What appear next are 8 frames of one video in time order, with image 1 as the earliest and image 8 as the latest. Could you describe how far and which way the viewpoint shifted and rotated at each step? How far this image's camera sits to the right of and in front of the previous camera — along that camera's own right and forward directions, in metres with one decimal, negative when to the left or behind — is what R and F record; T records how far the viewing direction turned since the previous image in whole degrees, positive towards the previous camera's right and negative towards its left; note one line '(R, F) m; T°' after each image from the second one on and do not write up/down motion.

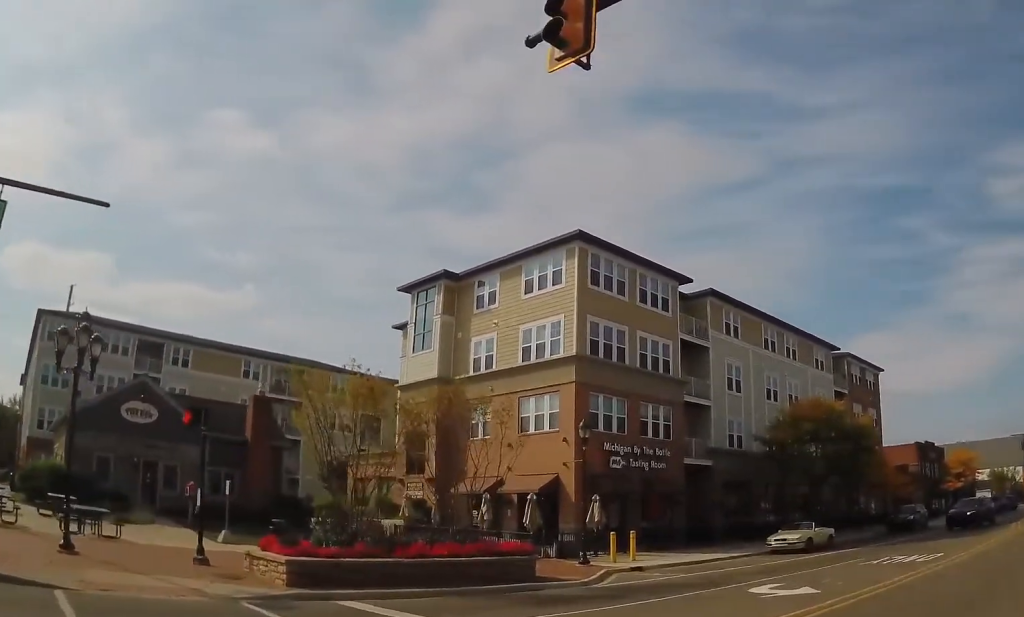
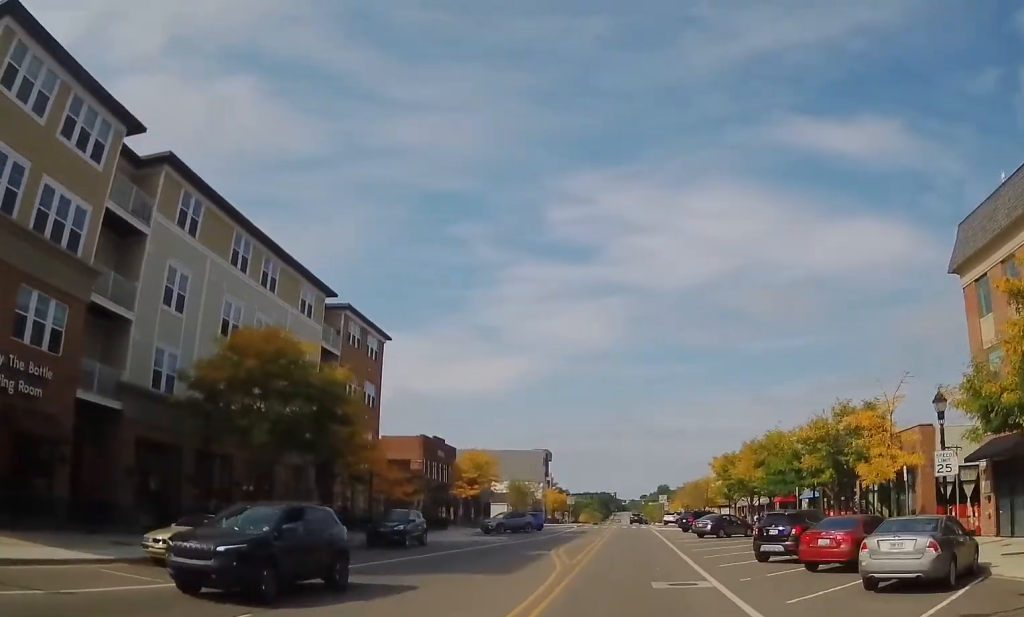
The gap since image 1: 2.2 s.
(+6.1, +9.8) m; +48°
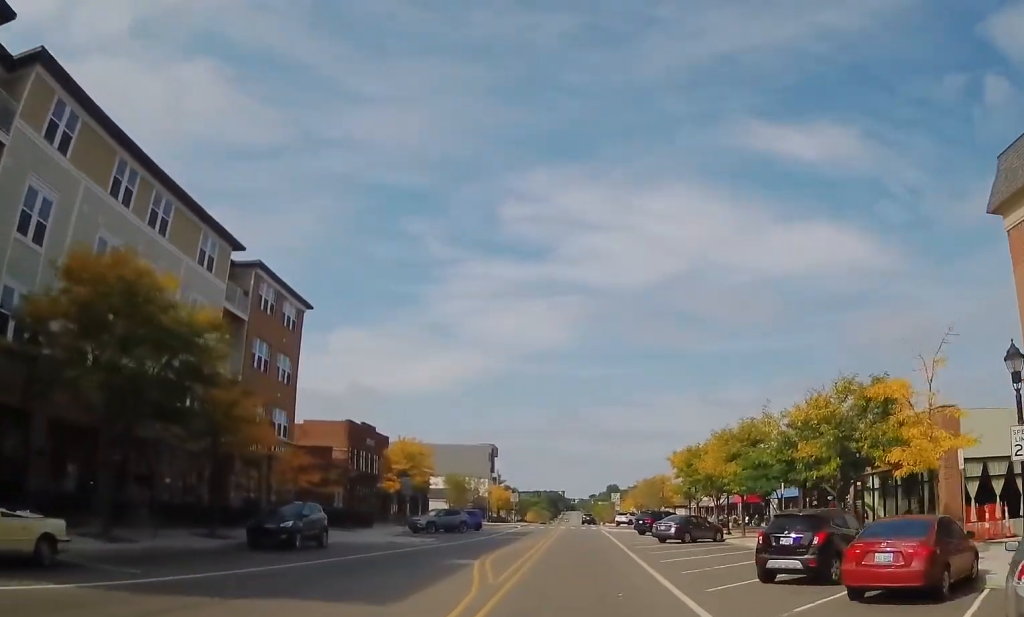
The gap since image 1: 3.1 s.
(+0.5, +6.5) m; +4°
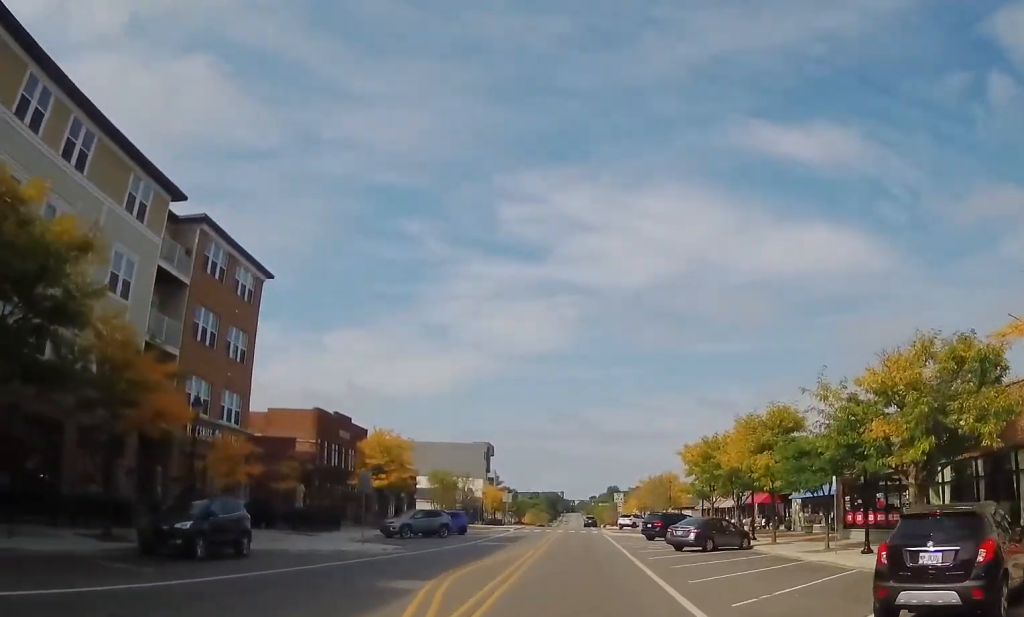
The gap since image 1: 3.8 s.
(+0.1, +6.5) m; 0°
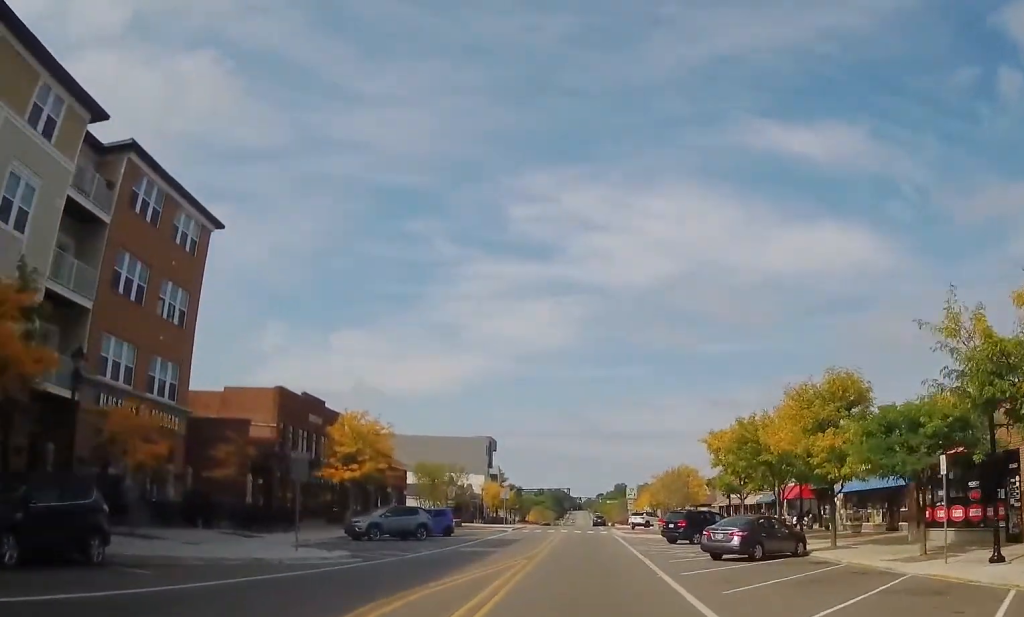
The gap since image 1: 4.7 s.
(0.0, +7.4) m; -2°
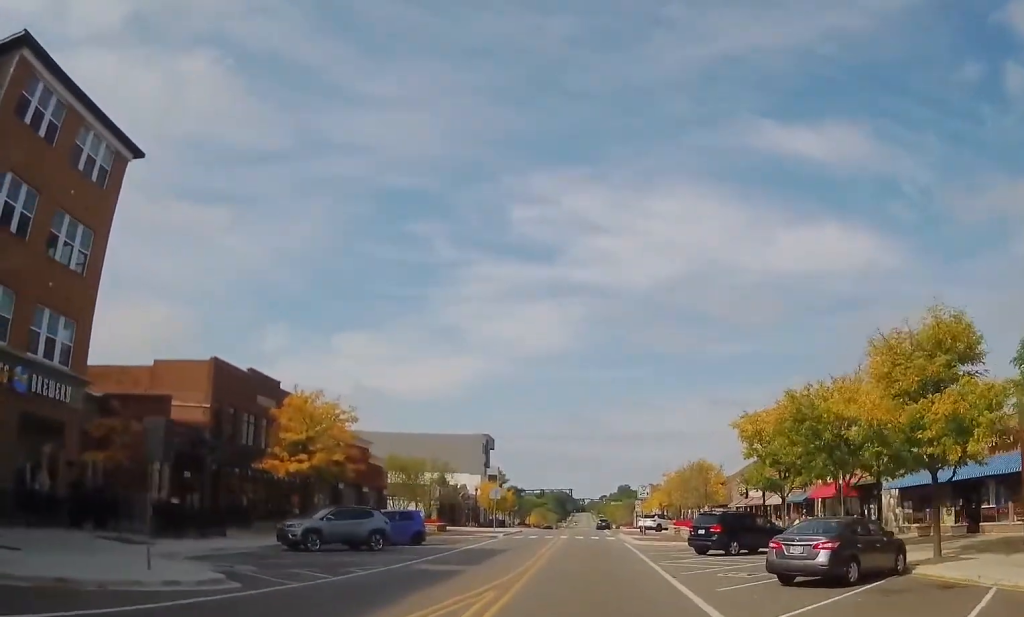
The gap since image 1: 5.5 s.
(-0.1, +8.1) m; -2°
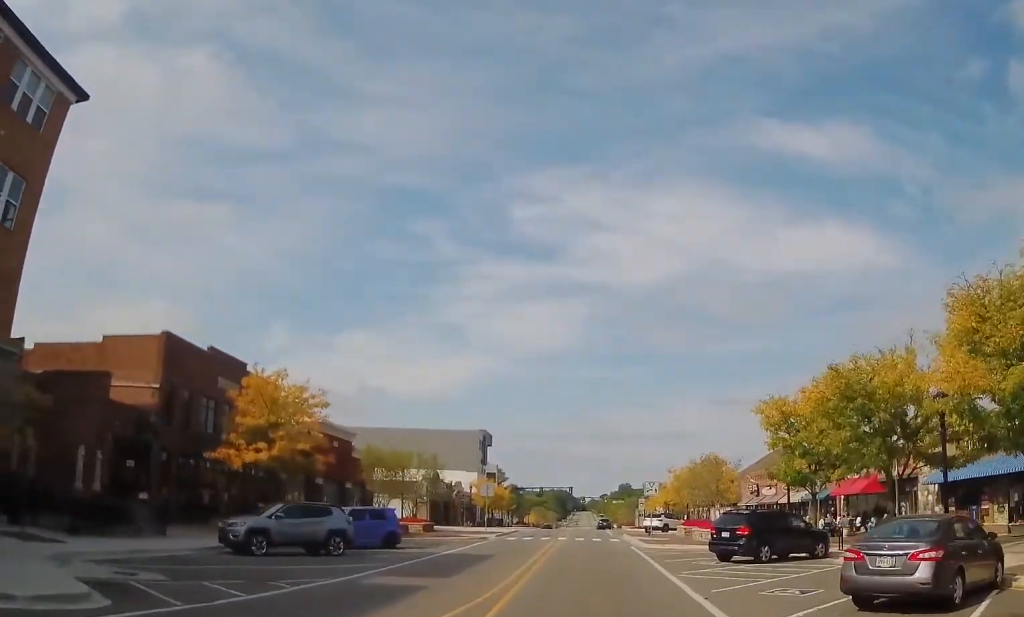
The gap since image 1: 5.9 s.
(-0.2, +4.5) m; 0°
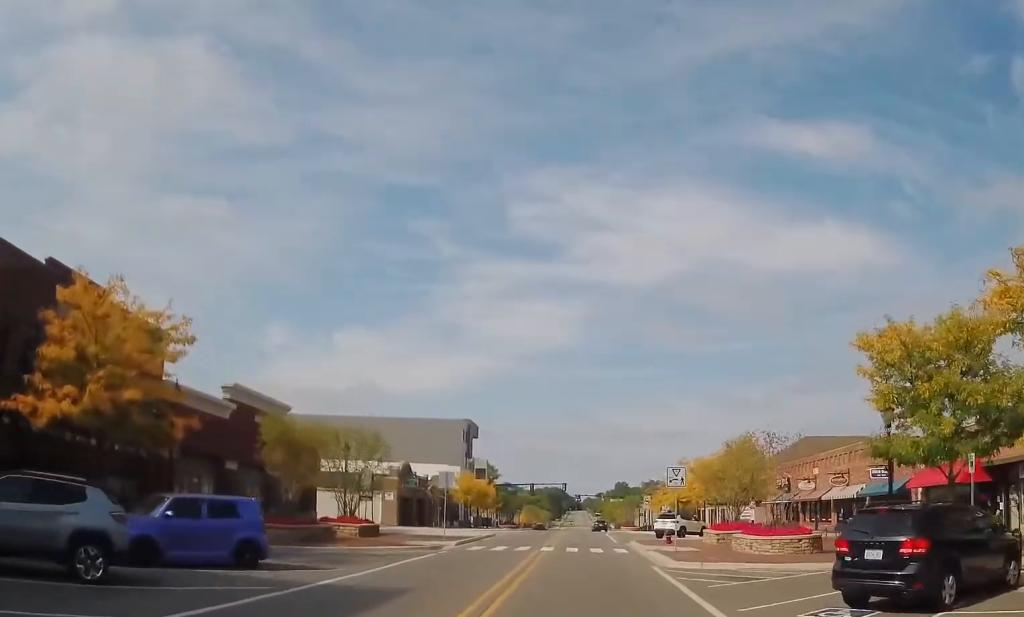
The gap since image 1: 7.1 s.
(+0.4, +12.2) m; +3°
